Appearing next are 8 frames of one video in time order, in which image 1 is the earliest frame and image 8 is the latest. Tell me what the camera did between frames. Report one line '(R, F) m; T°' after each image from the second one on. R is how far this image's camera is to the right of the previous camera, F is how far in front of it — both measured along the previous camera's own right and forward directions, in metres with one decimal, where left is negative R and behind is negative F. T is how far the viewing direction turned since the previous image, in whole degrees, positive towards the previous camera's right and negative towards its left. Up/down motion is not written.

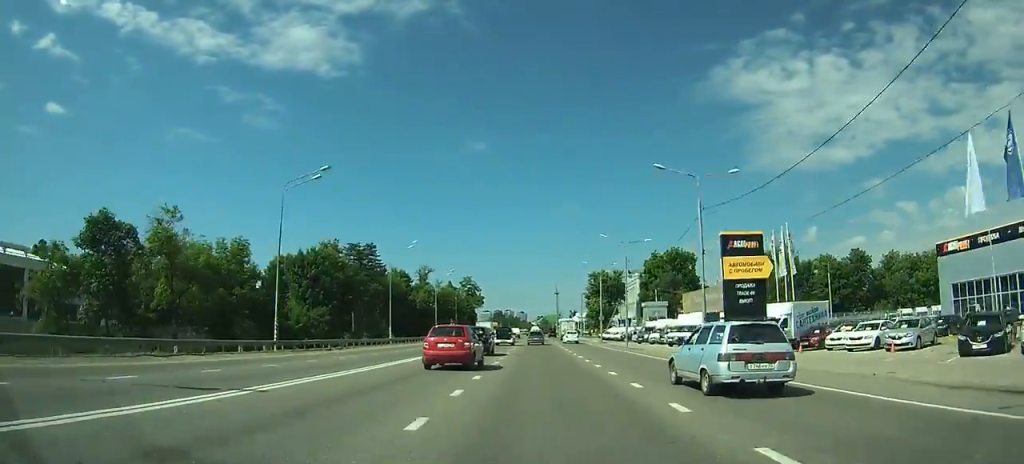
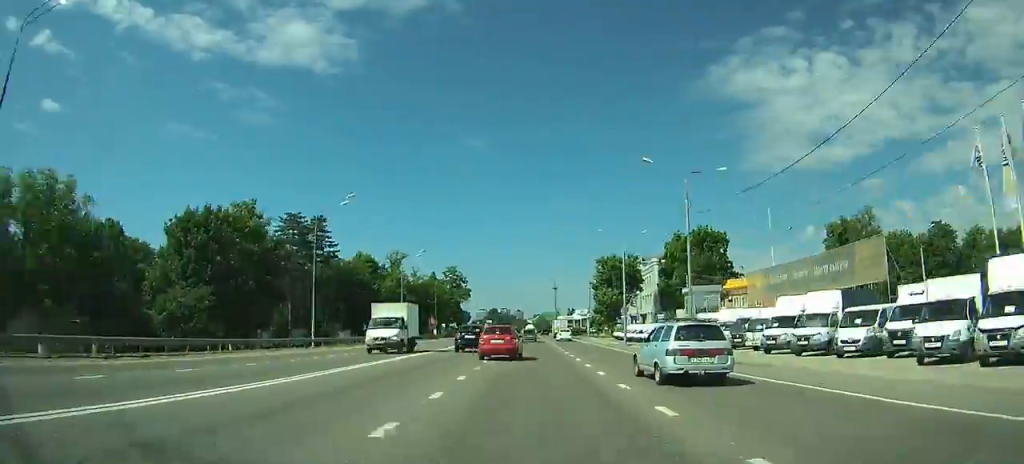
(0.0, +25.4) m; 0°
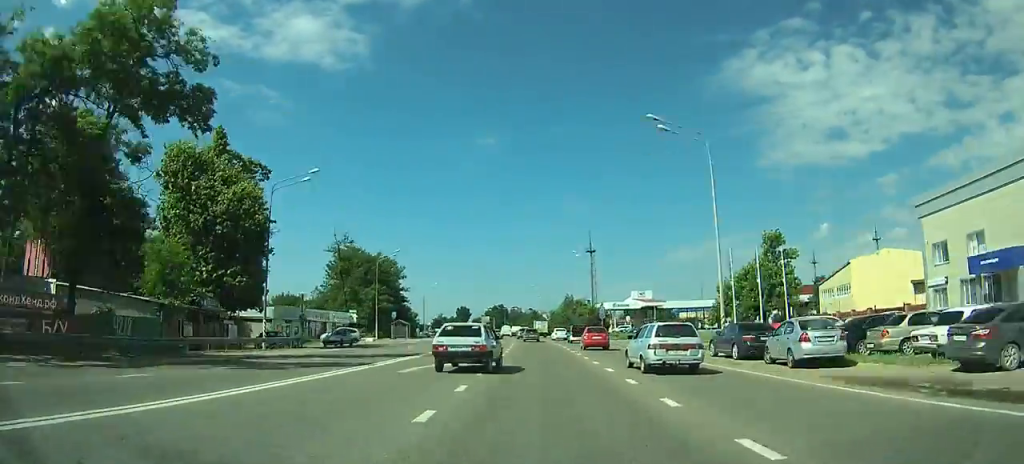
(-0.3, +123.7) m; -1°
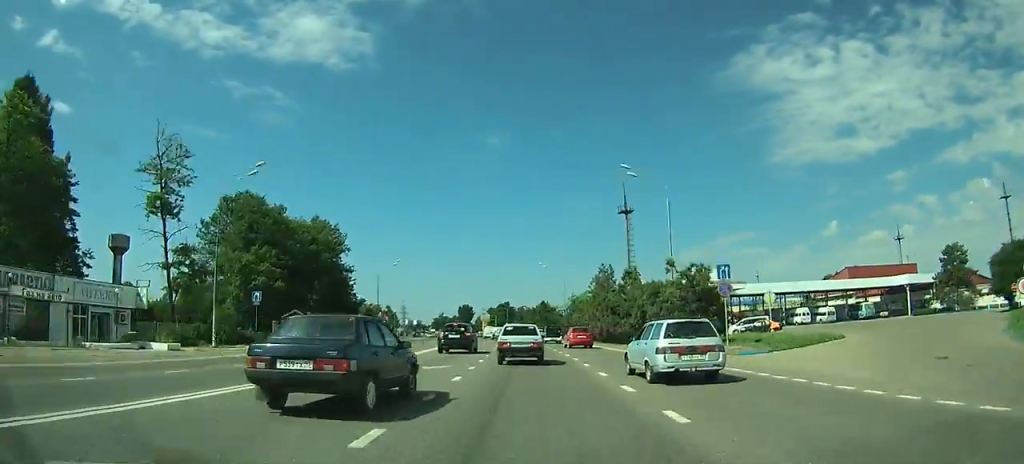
(-0.3, +42.1) m; -1°
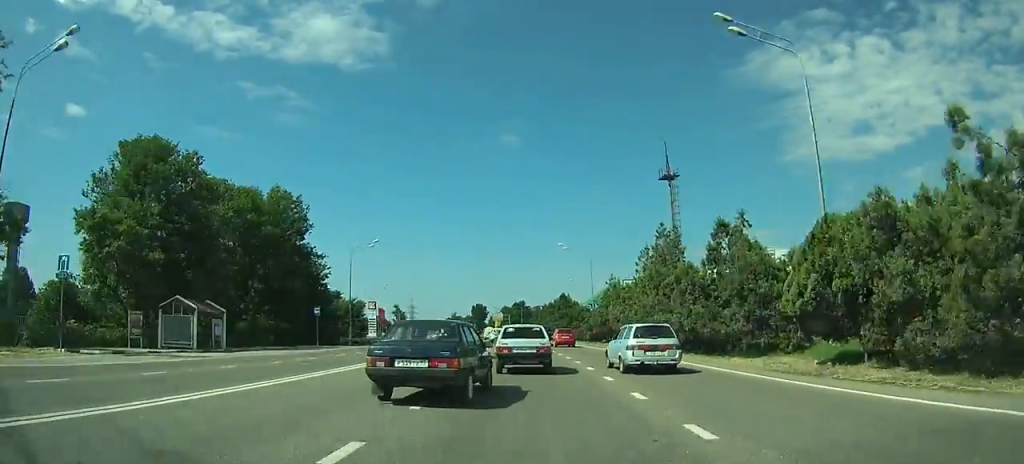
(-0.1, +20.8) m; -1°
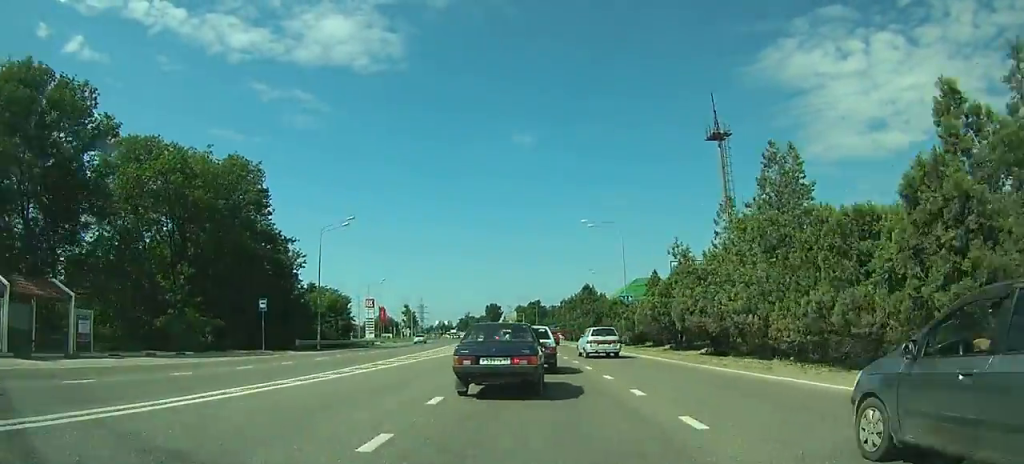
(-0.3, +17.1) m; -1°
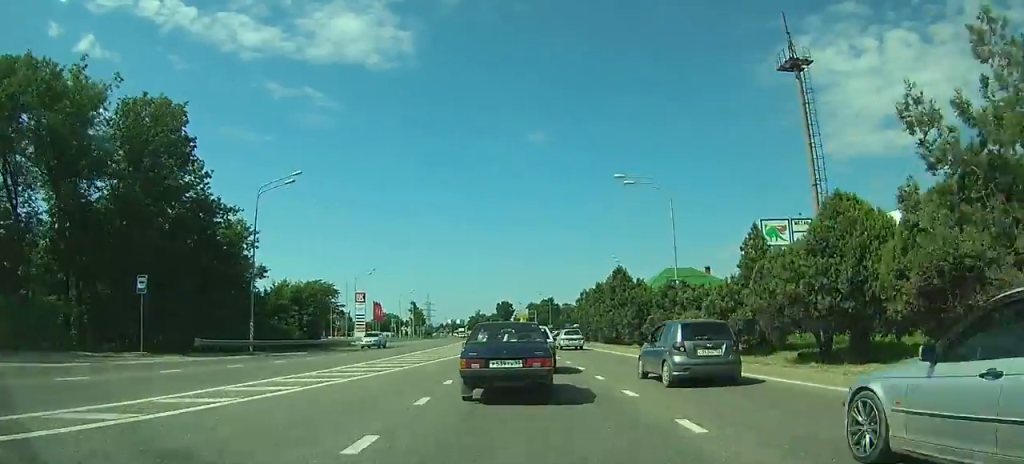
(-0.3, +18.1) m; -1°
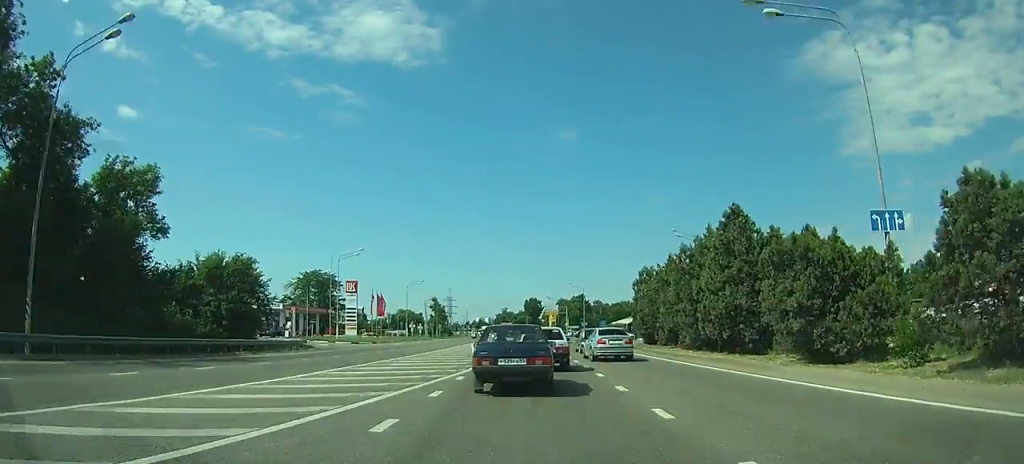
(-0.4, +26.3) m; -2°
